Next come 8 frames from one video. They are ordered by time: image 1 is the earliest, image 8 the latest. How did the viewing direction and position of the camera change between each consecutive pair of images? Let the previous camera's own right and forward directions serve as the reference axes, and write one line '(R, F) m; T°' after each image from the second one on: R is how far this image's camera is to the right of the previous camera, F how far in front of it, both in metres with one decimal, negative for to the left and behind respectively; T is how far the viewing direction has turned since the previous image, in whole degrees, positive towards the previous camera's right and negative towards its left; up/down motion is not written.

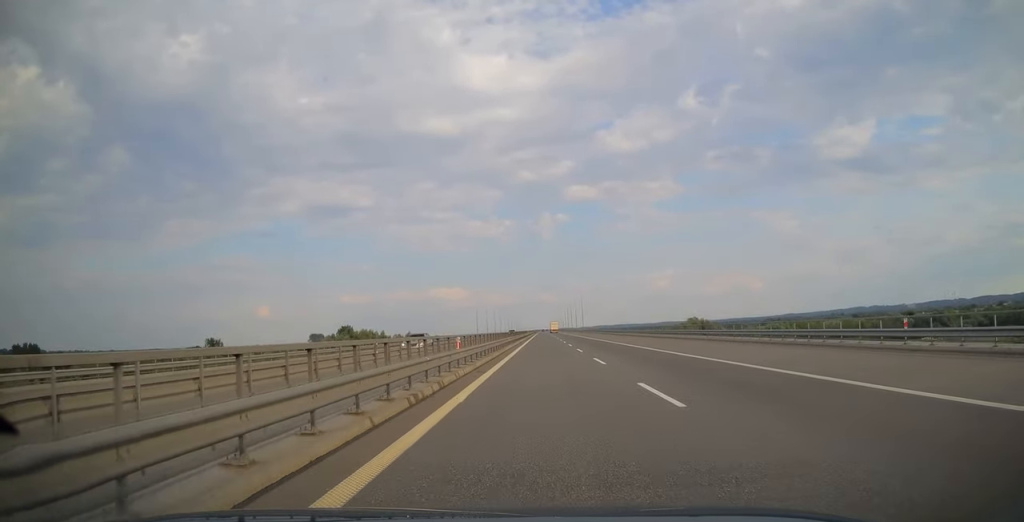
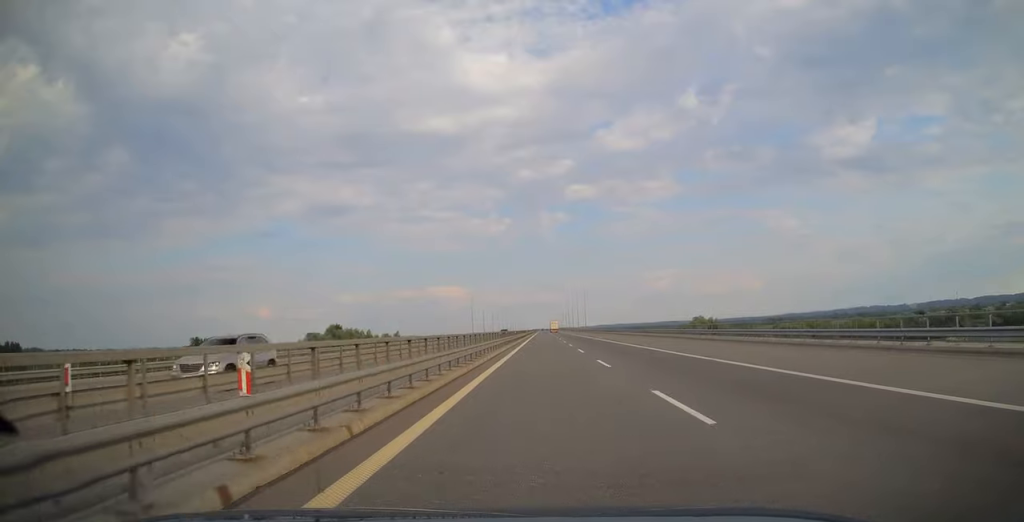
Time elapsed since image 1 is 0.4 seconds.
(0.0, +14.1) m; 0°
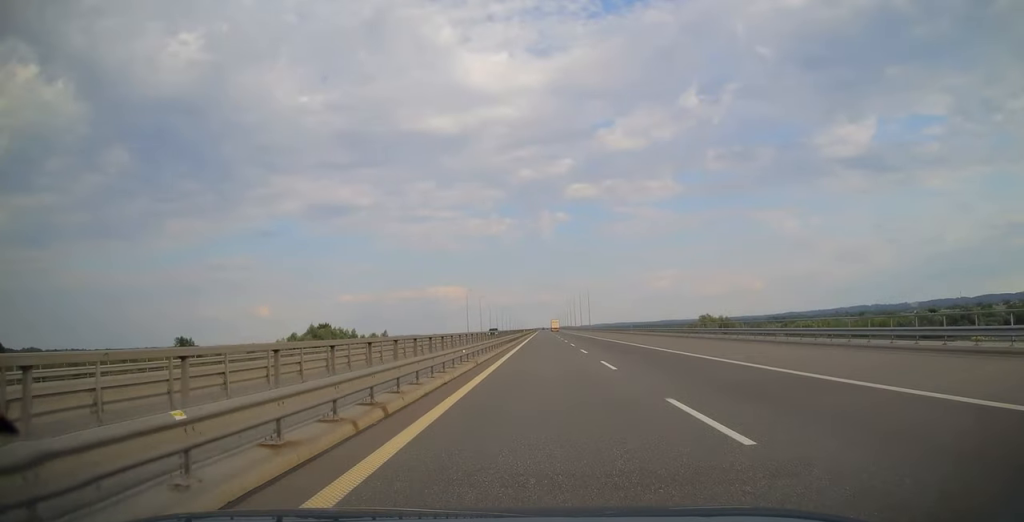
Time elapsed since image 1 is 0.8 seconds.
(0.0, +13.6) m; 0°
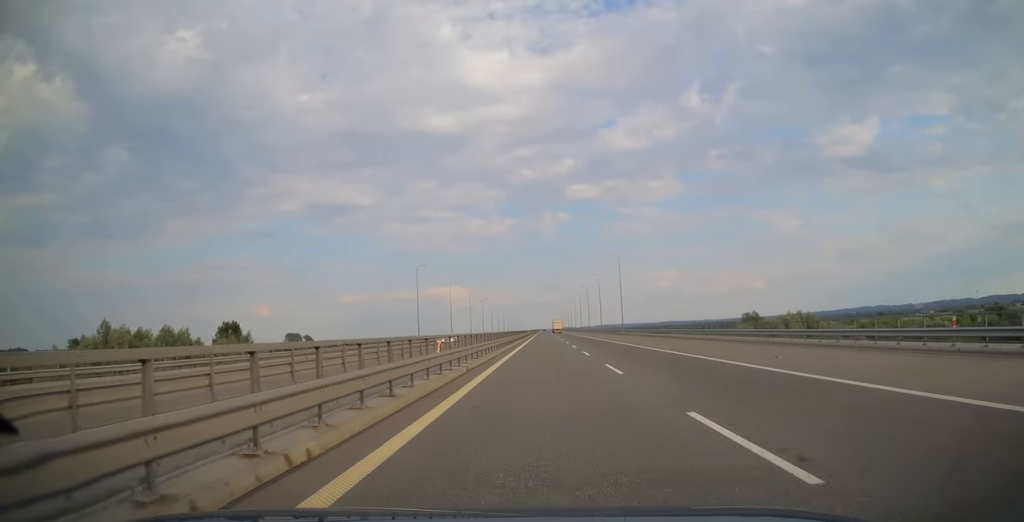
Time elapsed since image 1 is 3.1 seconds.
(+0.5, +73.9) m; +1°
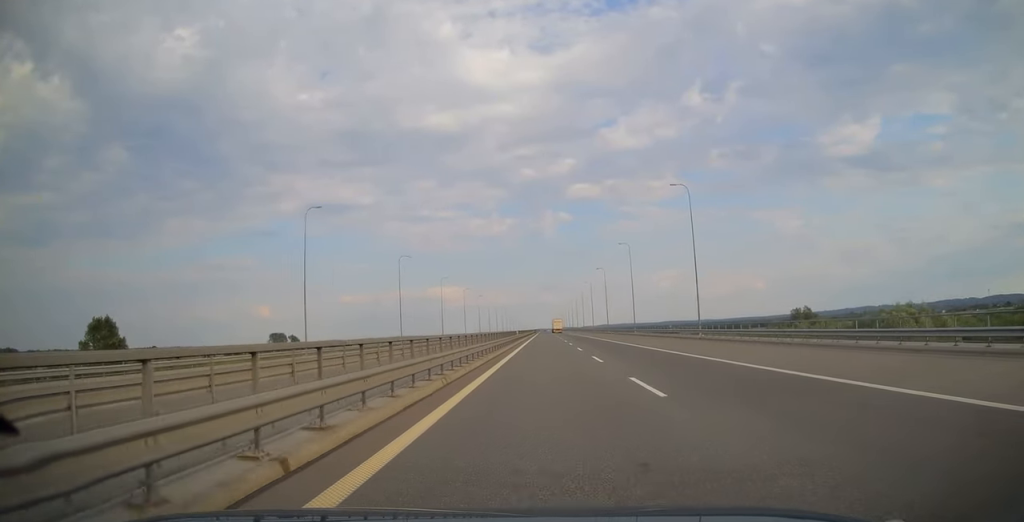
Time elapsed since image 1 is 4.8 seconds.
(-0.4, +53.7) m; -1°
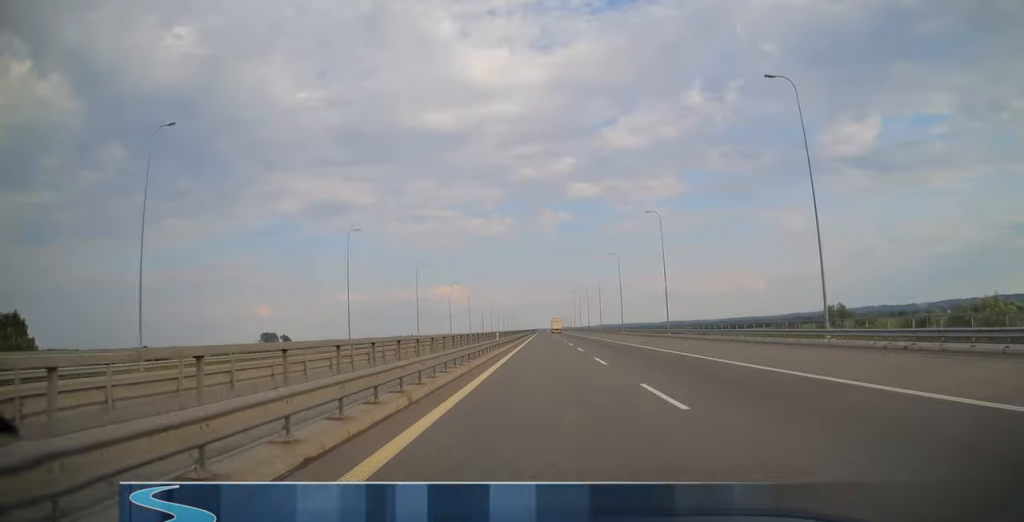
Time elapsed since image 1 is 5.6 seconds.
(0.0, +26.0) m; 0°
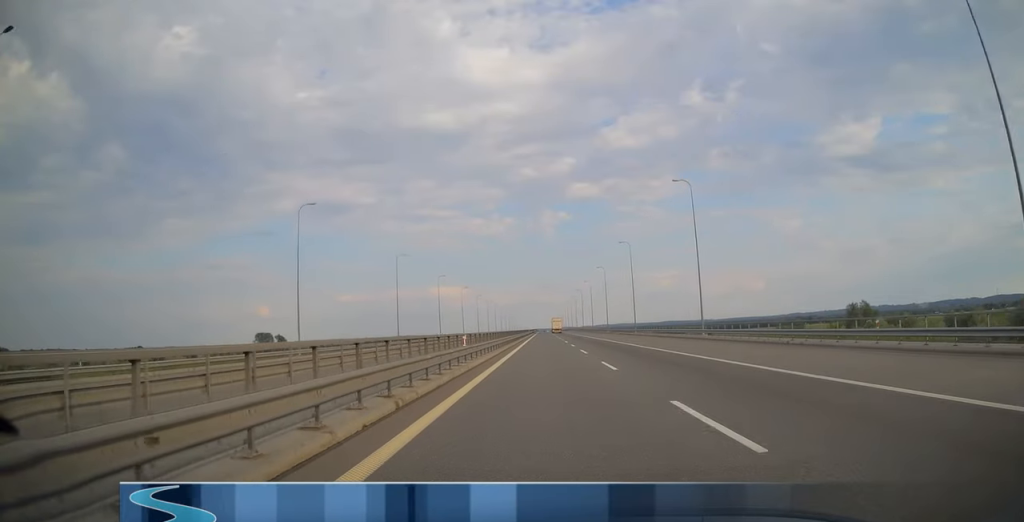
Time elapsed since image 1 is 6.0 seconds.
(0.0, +15.2) m; 0°
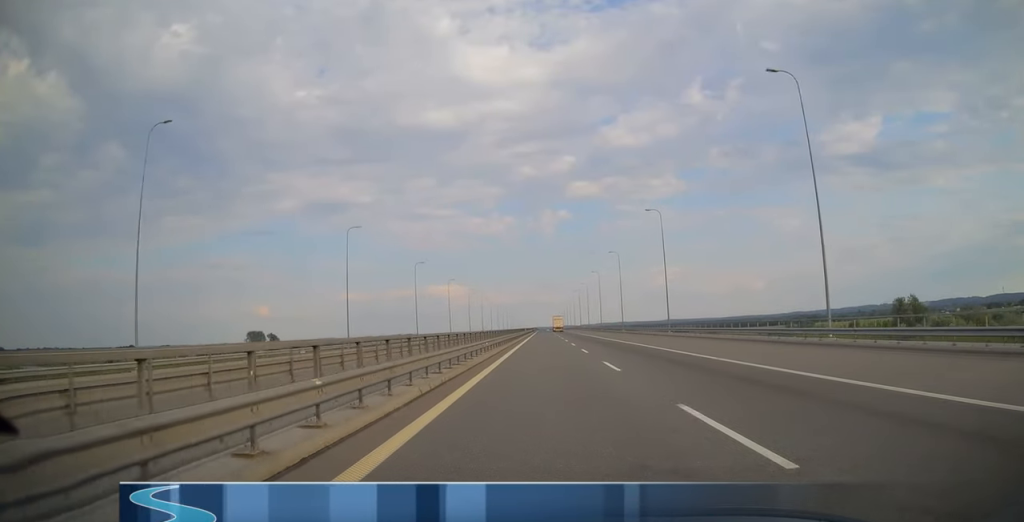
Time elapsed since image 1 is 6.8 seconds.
(0.0, +24.9) m; 0°
